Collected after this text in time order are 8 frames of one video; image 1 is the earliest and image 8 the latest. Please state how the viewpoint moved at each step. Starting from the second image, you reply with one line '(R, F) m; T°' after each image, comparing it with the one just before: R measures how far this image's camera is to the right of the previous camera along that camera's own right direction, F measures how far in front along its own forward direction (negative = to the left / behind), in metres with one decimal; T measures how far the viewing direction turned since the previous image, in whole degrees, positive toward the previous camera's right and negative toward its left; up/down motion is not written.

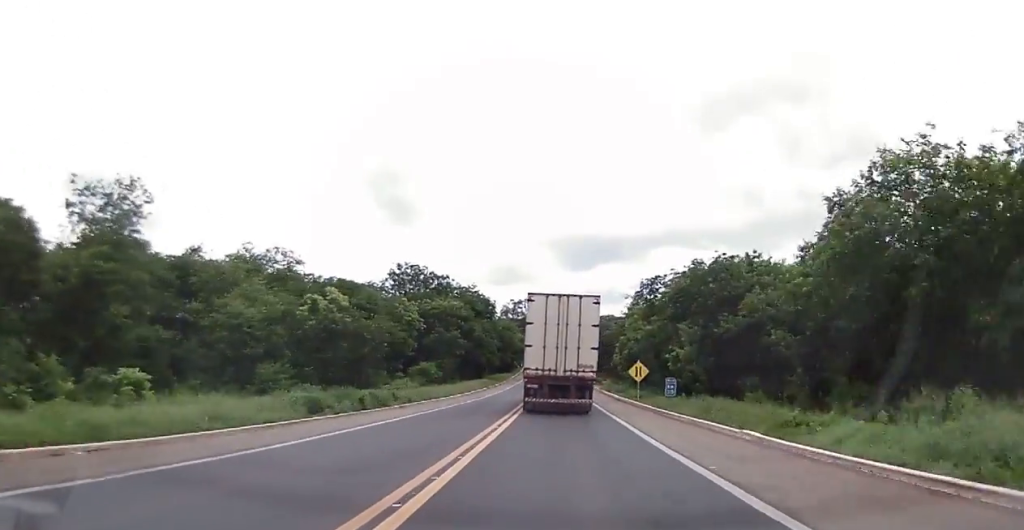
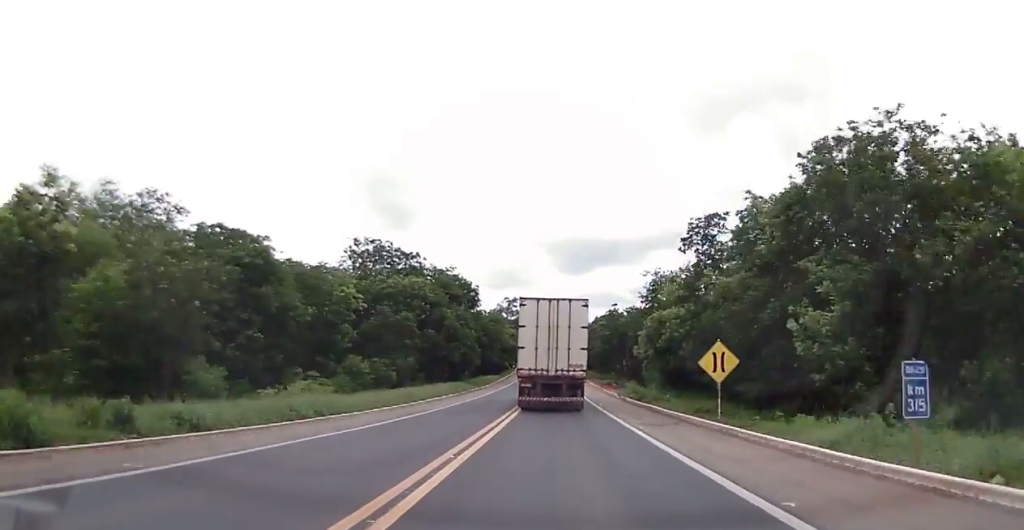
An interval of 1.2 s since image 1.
(0.0, +22.5) m; -1°
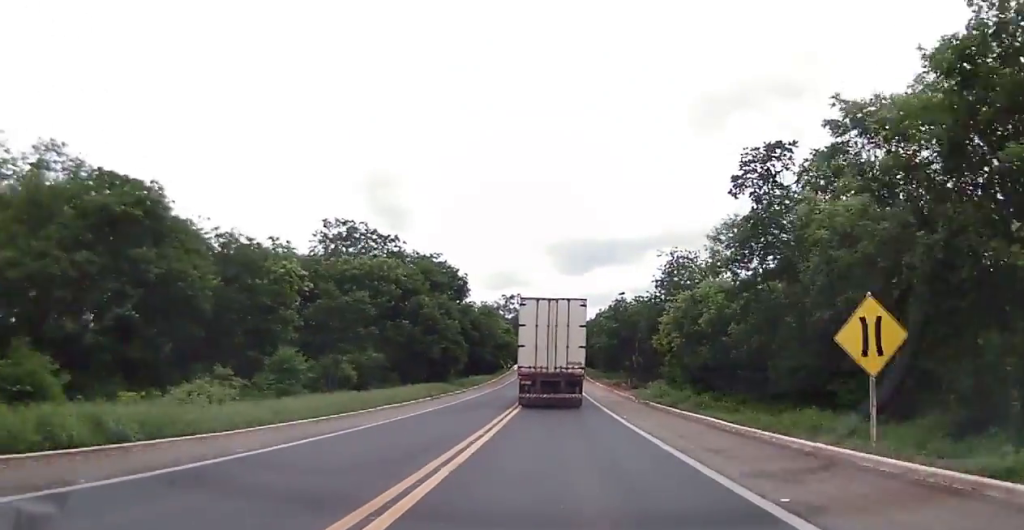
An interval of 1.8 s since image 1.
(-0.1, +11.4) m; 0°
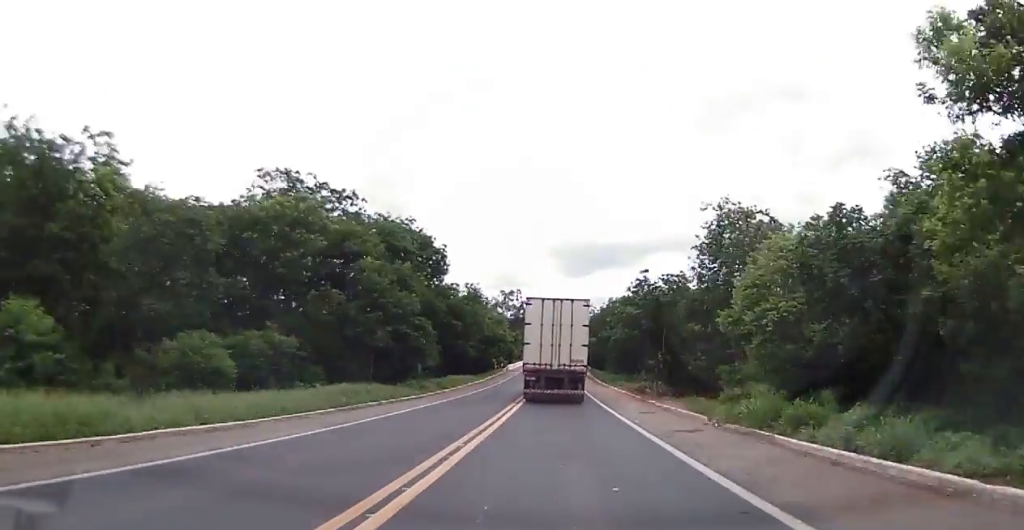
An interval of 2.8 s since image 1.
(+0.1, +18.5) m; 0°
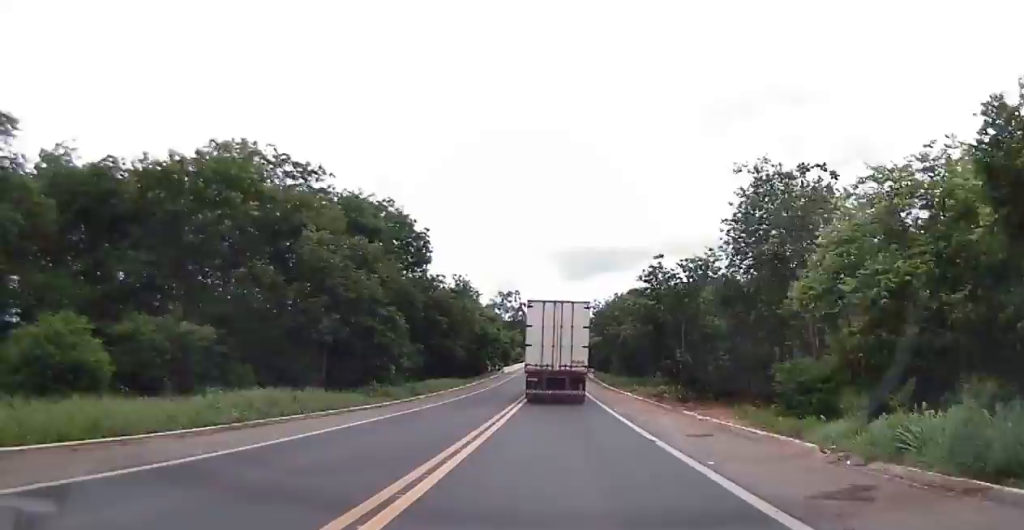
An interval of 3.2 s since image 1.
(0.0, +8.9) m; 0°
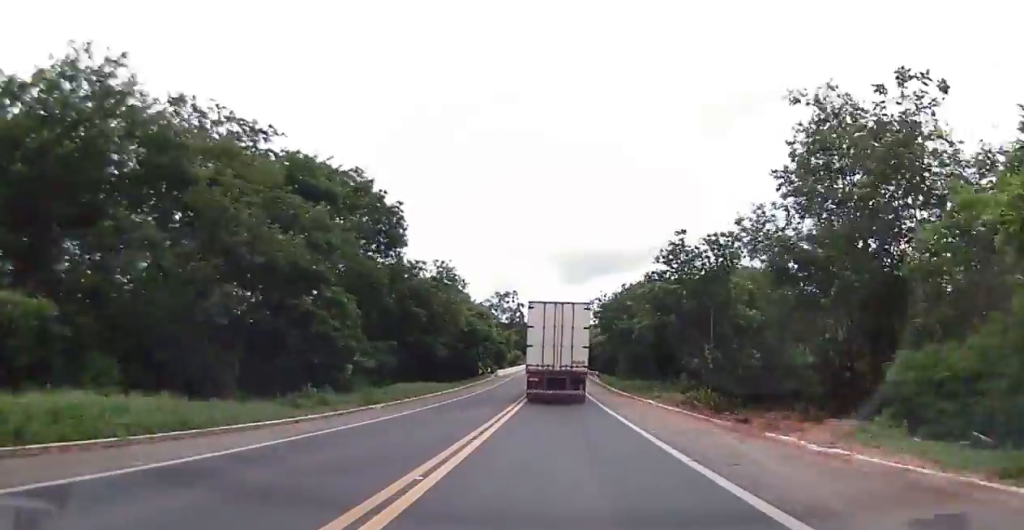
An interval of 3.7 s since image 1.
(0.0, +9.7) m; 0°
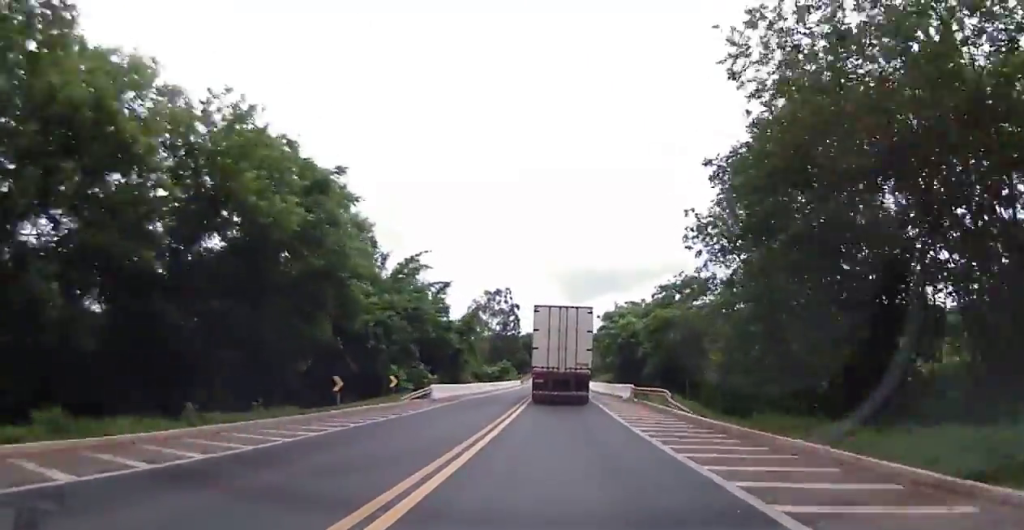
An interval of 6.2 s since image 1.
(0.0, +49.4) m; 0°
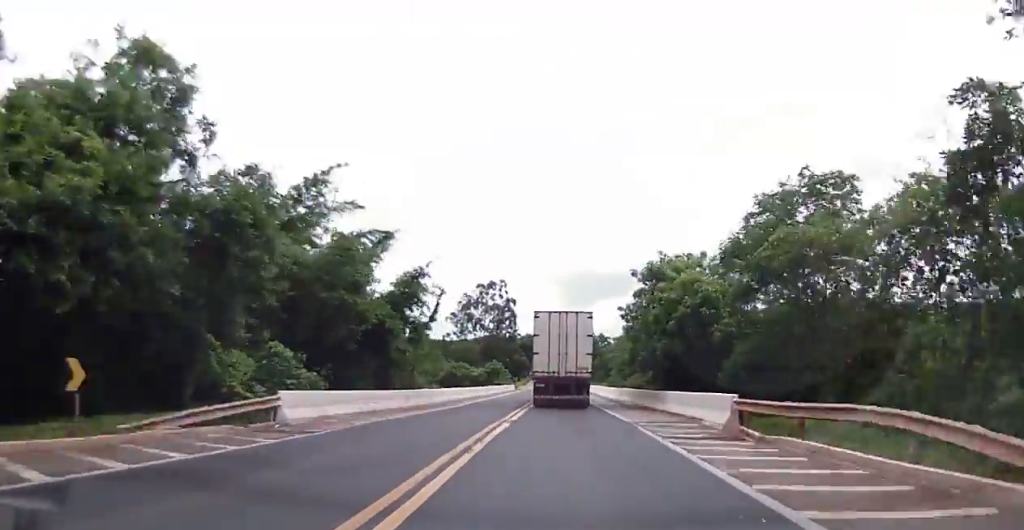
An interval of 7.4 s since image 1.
(0.0, +23.5) m; 0°
